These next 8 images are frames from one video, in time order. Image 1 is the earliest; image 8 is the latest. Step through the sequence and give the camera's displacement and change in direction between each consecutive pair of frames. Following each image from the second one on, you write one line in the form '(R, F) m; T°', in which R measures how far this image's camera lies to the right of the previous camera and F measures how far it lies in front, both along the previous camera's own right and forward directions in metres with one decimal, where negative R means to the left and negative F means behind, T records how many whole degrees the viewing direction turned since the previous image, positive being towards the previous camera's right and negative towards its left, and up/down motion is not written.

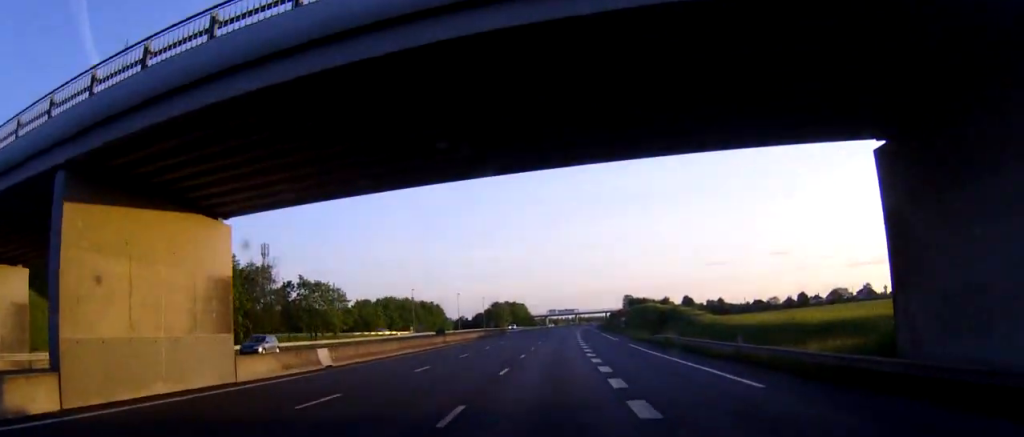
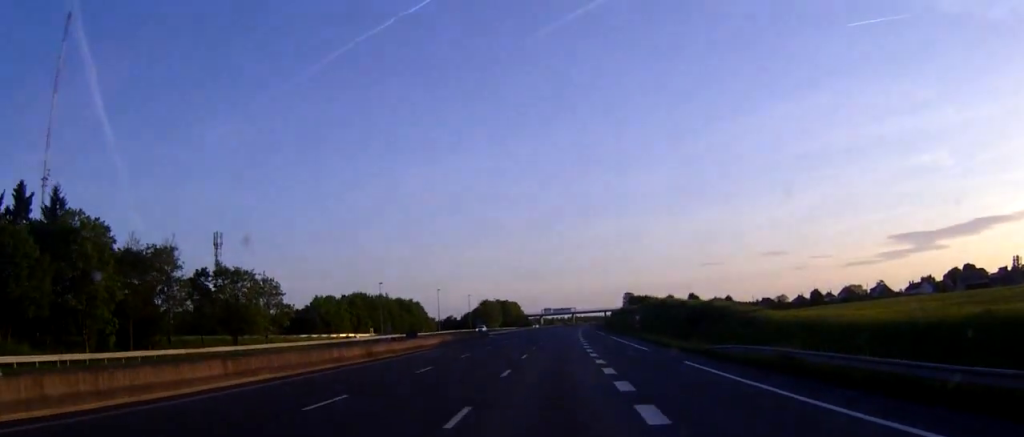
(+0.1, +25.8) m; +1°
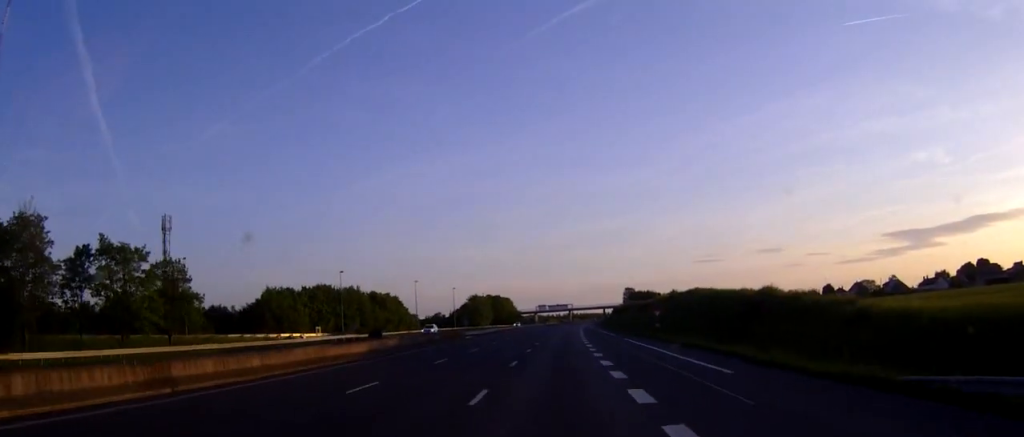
(+0.1, +22.5) m; +1°
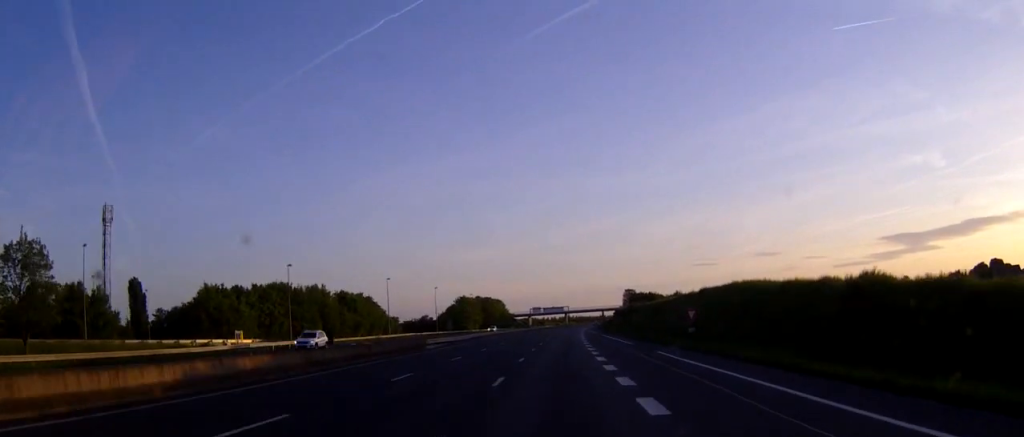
(+0.1, +20.8) m; 0°
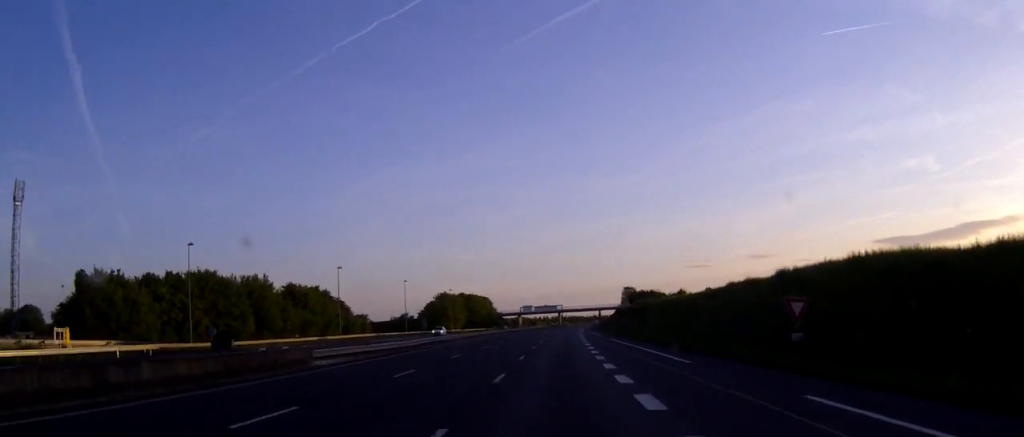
(+0.1, +25.0) m; +1°
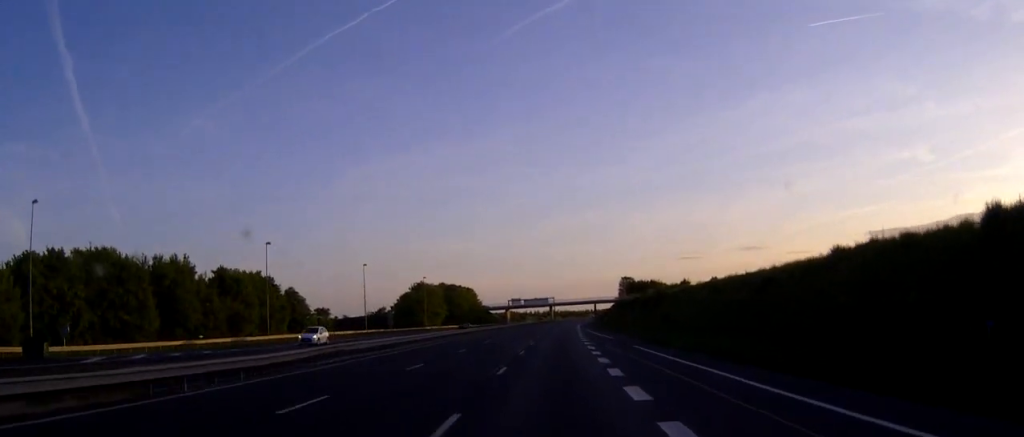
(+0.1, +23.3) m; +1°
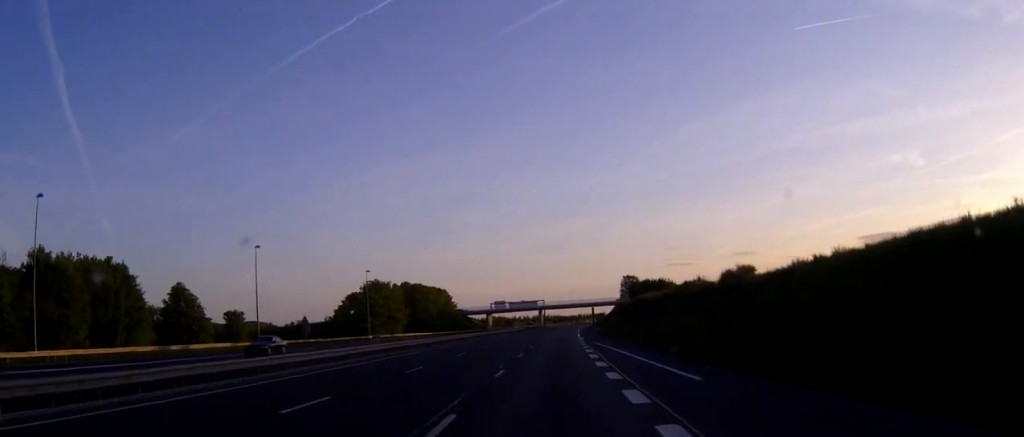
(+0.2, +38.3) m; +1°
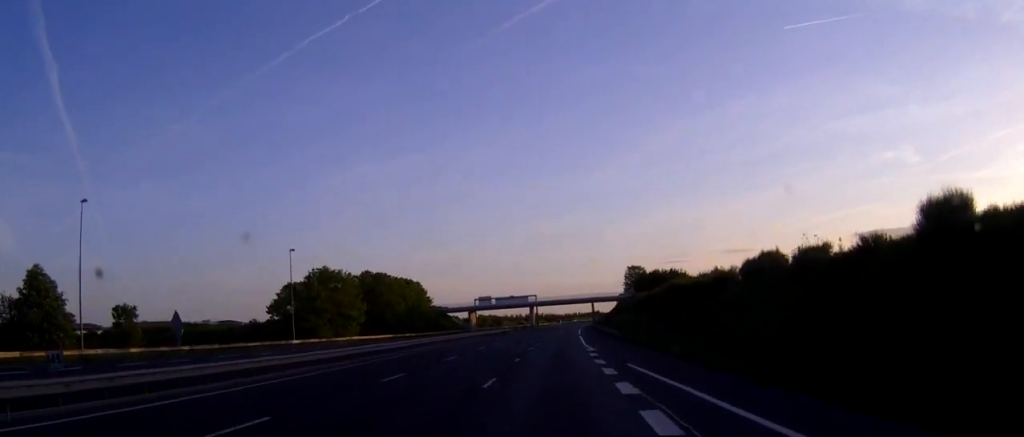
(+0.1, +29.5) m; 0°
